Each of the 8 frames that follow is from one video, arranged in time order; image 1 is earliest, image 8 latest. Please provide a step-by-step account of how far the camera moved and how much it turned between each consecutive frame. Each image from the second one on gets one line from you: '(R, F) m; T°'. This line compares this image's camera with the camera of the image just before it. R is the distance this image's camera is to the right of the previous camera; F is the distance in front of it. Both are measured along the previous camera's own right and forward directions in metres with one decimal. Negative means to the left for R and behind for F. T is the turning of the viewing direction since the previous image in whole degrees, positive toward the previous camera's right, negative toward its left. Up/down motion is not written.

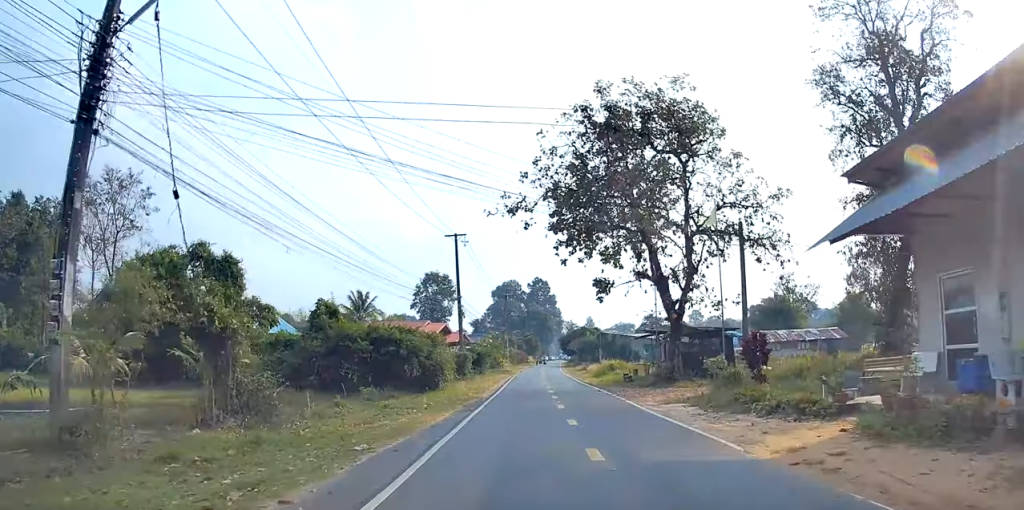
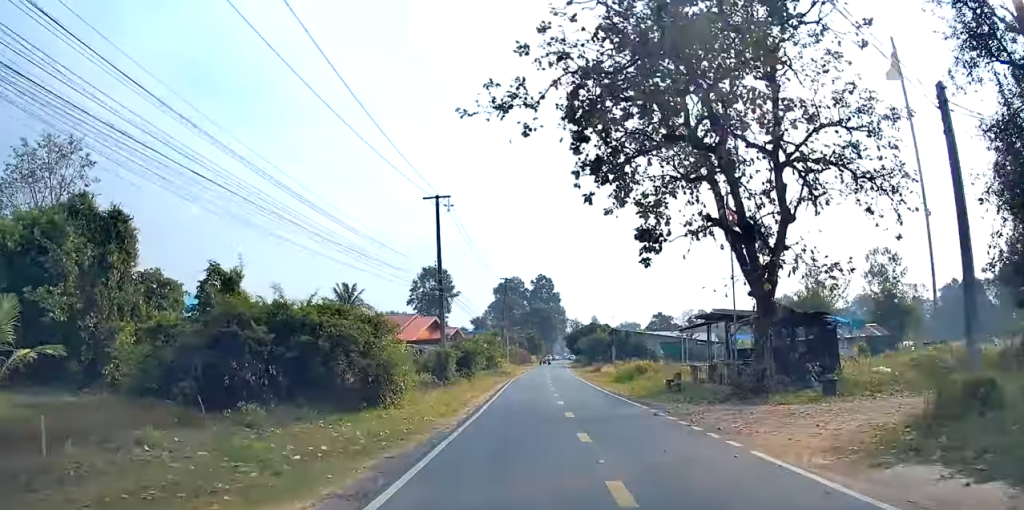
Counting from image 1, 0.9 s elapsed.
(-0.1, +10.7) m; -1°
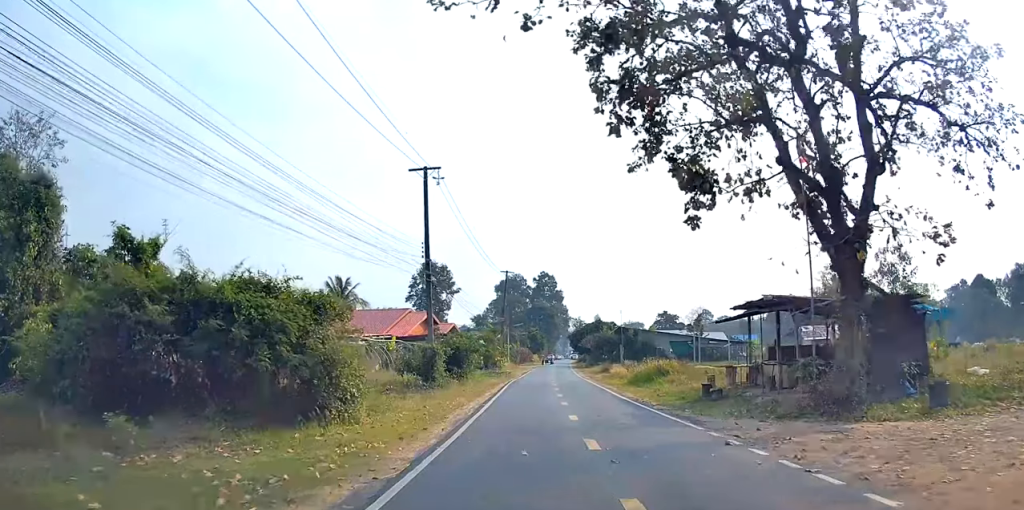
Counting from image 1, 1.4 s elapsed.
(-0.1, +5.1) m; 0°
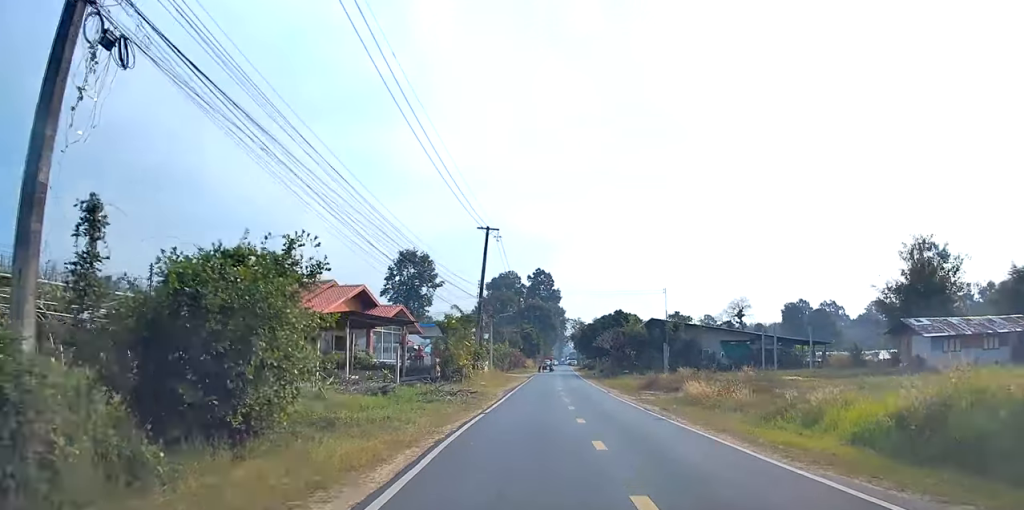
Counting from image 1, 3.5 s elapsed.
(-0.2, +24.1) m; -2°
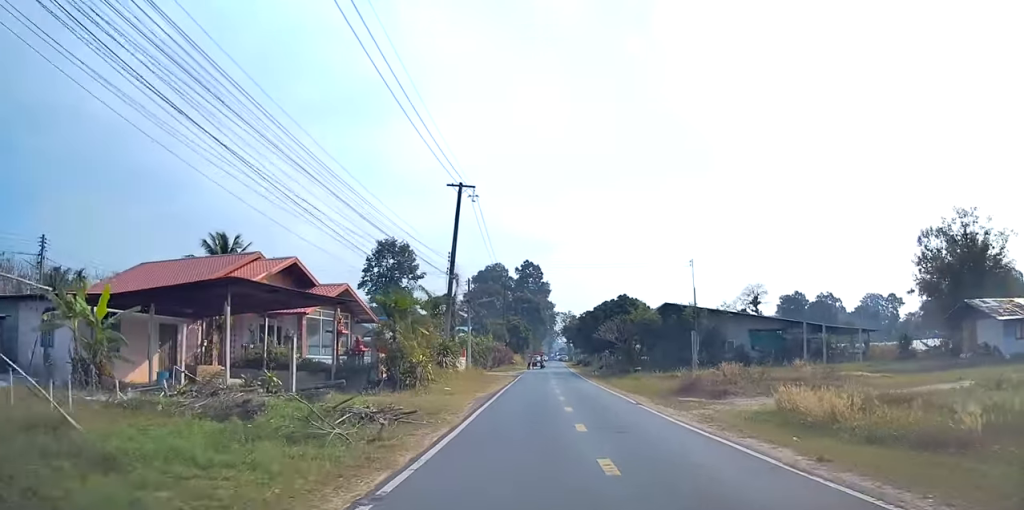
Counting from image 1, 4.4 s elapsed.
(-0.1, +9.5) m; 0°
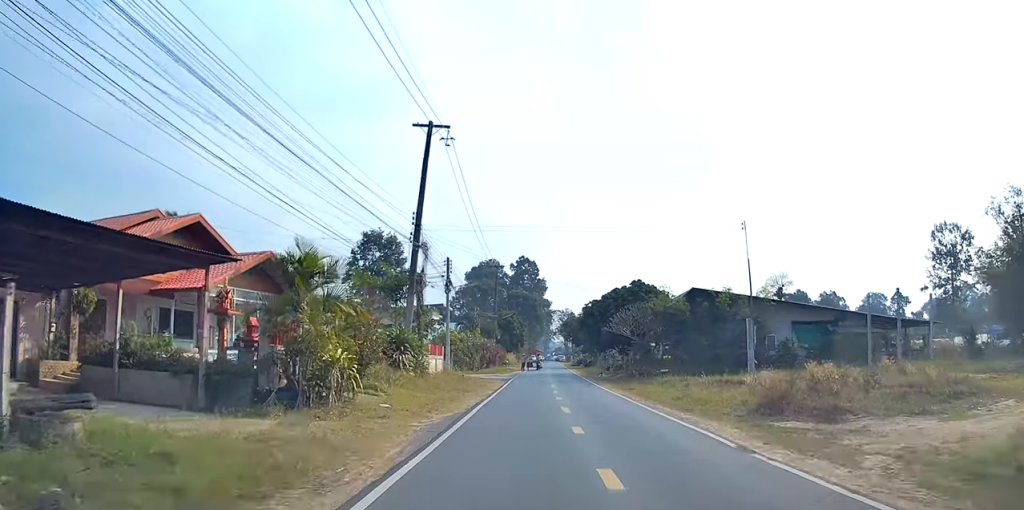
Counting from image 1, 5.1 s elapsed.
(+0.1, +8.3) m; +1°
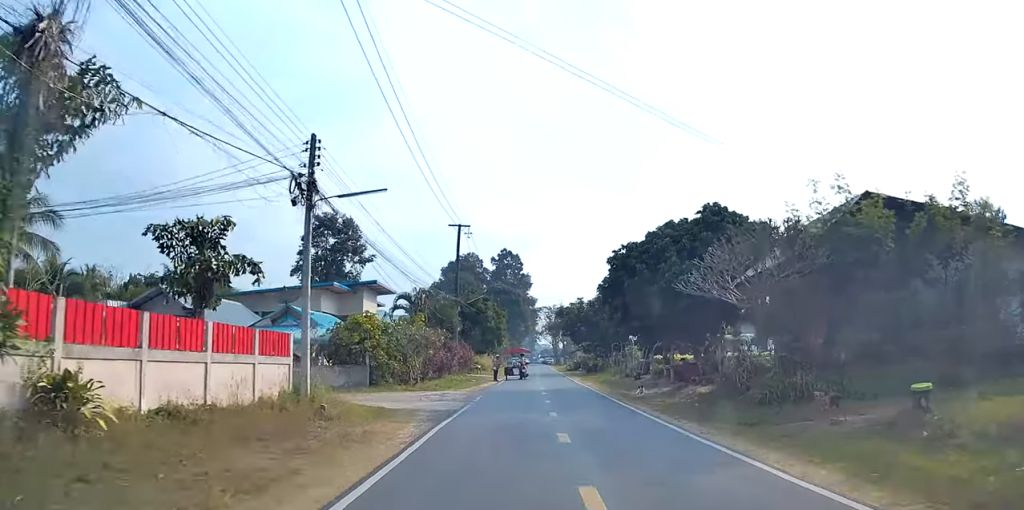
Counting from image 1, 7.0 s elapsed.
(+0.3, +20.1) m; 0°
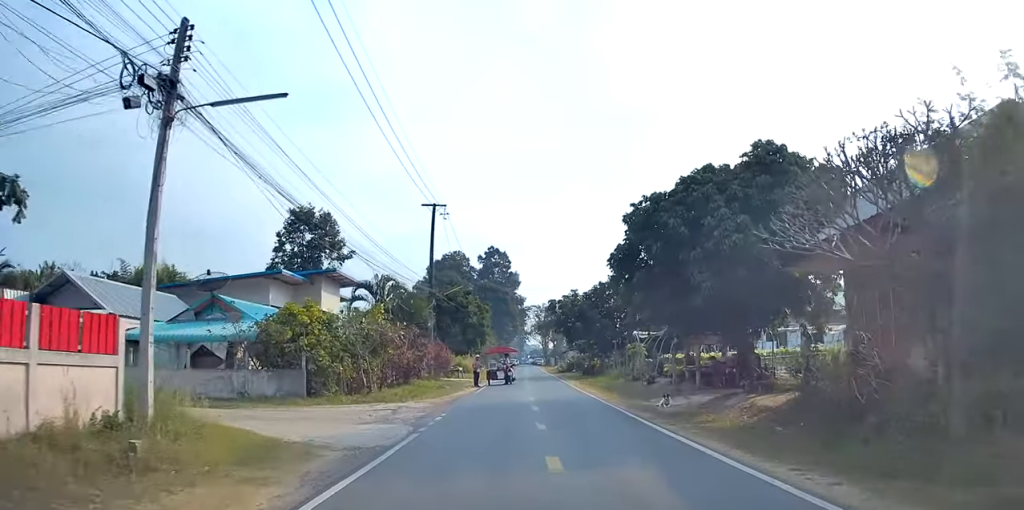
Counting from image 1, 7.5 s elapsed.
(-0.2, +6.3) m; 0°
